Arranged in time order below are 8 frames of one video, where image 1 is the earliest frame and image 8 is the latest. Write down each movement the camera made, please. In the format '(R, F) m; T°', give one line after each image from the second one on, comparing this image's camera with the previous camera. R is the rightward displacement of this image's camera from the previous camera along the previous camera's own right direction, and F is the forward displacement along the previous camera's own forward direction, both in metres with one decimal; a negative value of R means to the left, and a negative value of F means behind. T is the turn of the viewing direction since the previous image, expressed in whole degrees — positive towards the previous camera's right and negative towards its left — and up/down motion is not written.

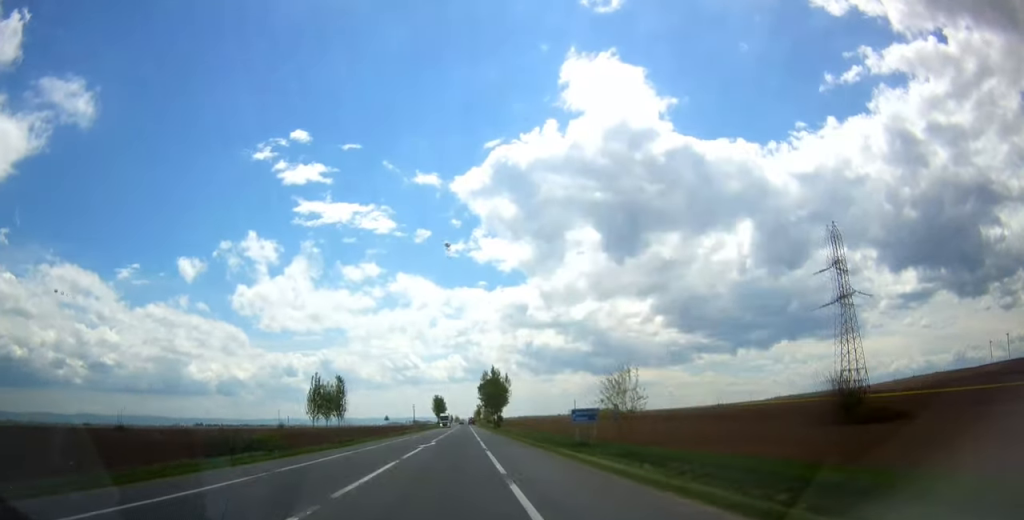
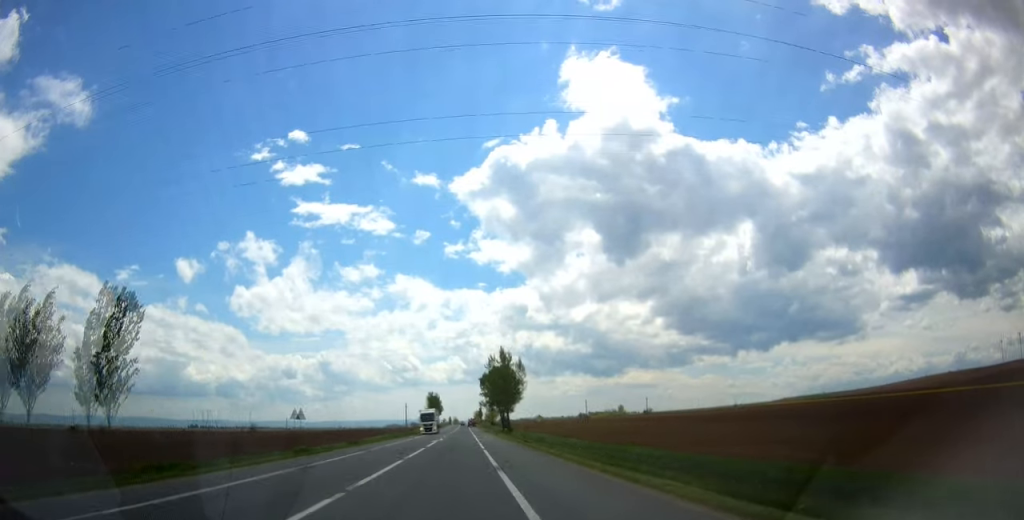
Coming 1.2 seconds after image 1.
(+0.1, +41.5) m; 0°
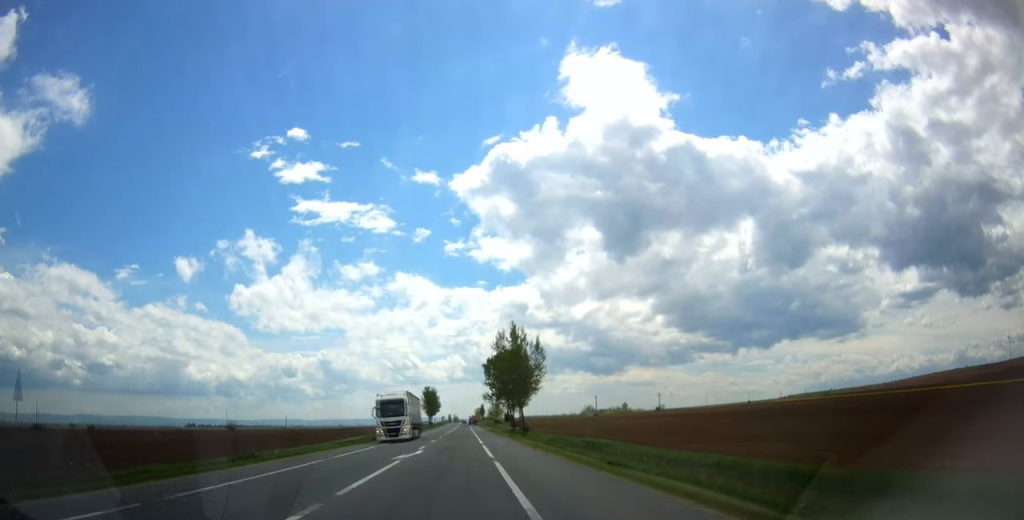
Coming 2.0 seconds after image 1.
(0.0, +26.6) m; 0°
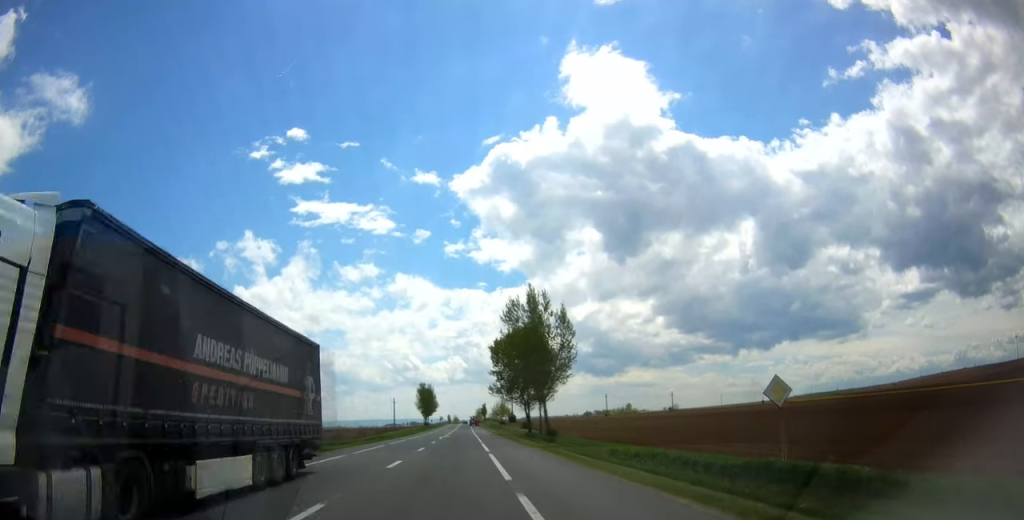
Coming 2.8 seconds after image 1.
(+0.1, +25.2) m; 0°
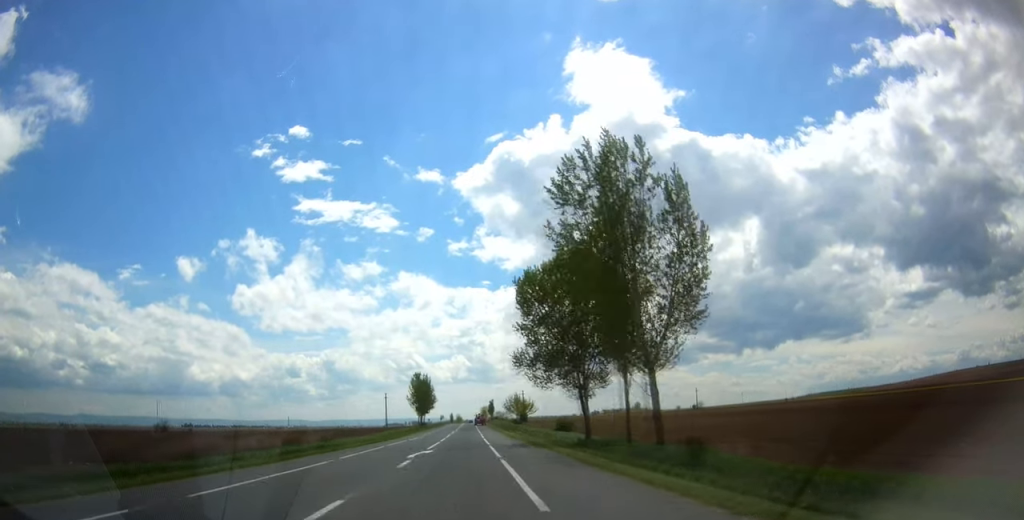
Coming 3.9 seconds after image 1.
(-0.3, +35.5) m; 0°
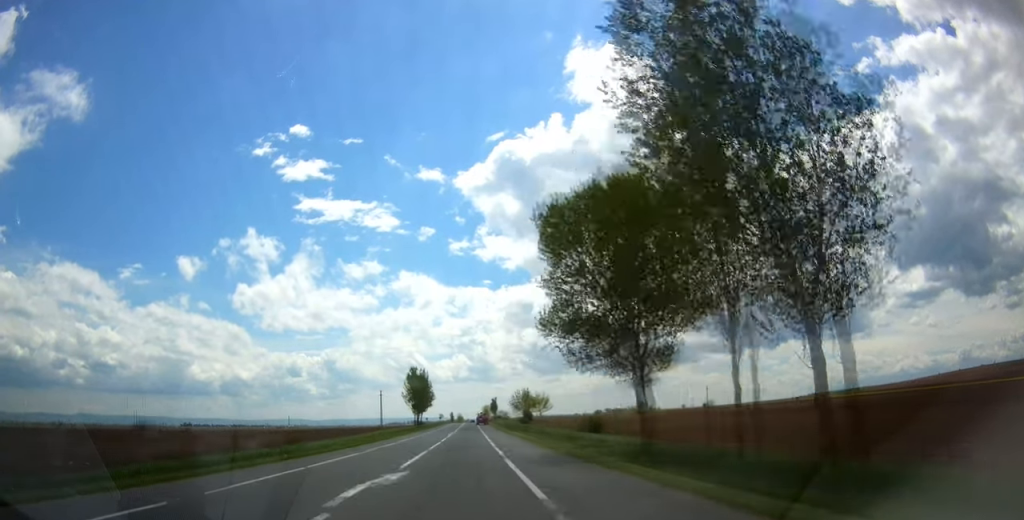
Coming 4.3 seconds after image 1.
(+0.2, +14.4) m; 0°
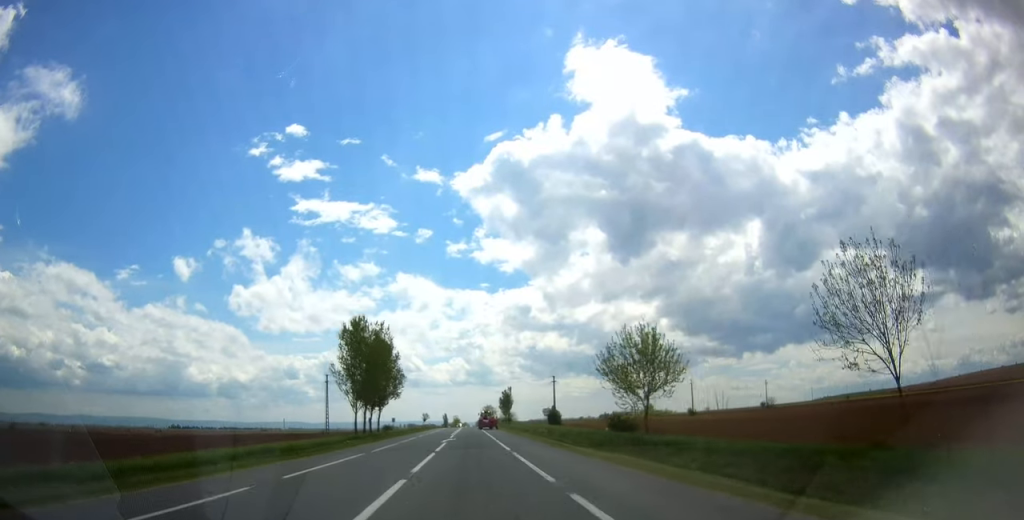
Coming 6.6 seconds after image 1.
(-0.3, +72.5) m; 0°
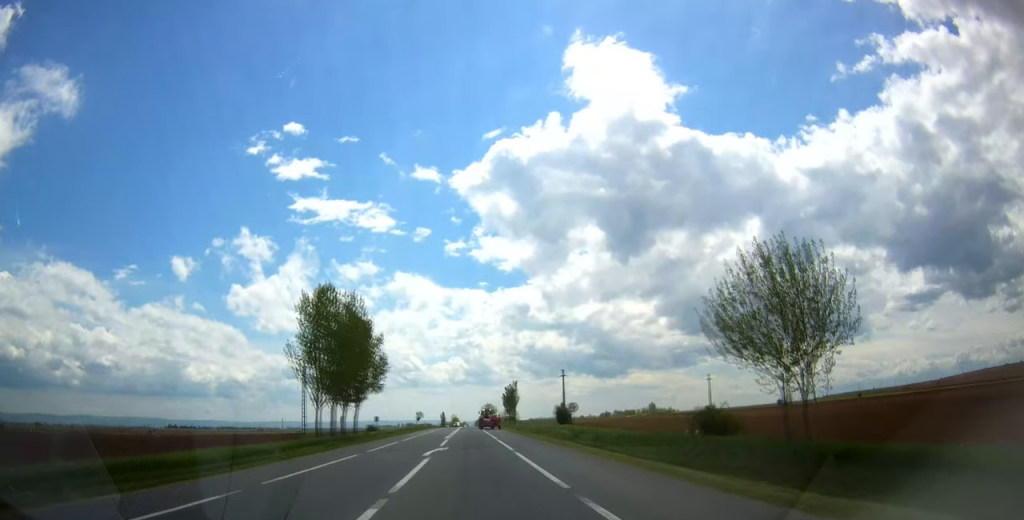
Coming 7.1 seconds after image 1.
(0.0, +16.5) m; 0°
